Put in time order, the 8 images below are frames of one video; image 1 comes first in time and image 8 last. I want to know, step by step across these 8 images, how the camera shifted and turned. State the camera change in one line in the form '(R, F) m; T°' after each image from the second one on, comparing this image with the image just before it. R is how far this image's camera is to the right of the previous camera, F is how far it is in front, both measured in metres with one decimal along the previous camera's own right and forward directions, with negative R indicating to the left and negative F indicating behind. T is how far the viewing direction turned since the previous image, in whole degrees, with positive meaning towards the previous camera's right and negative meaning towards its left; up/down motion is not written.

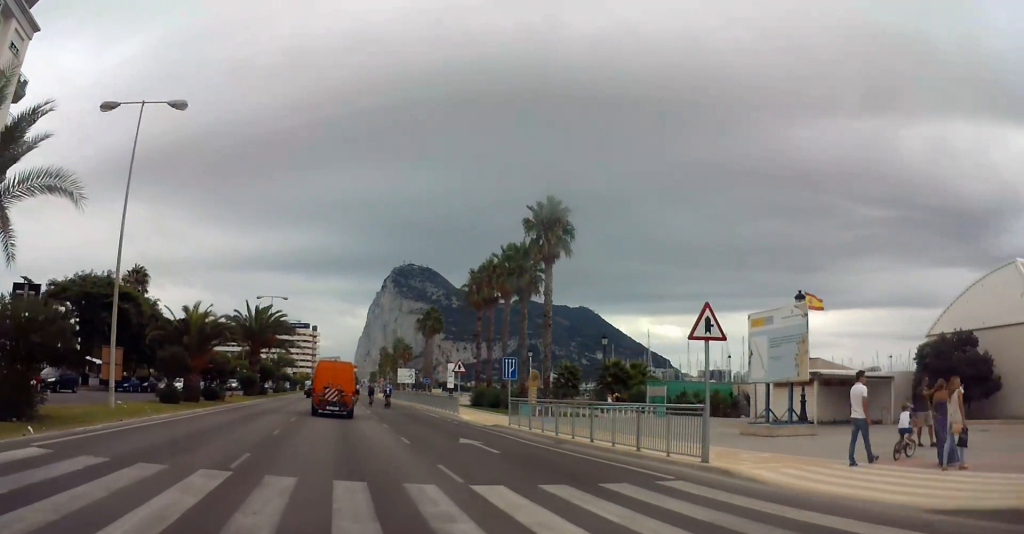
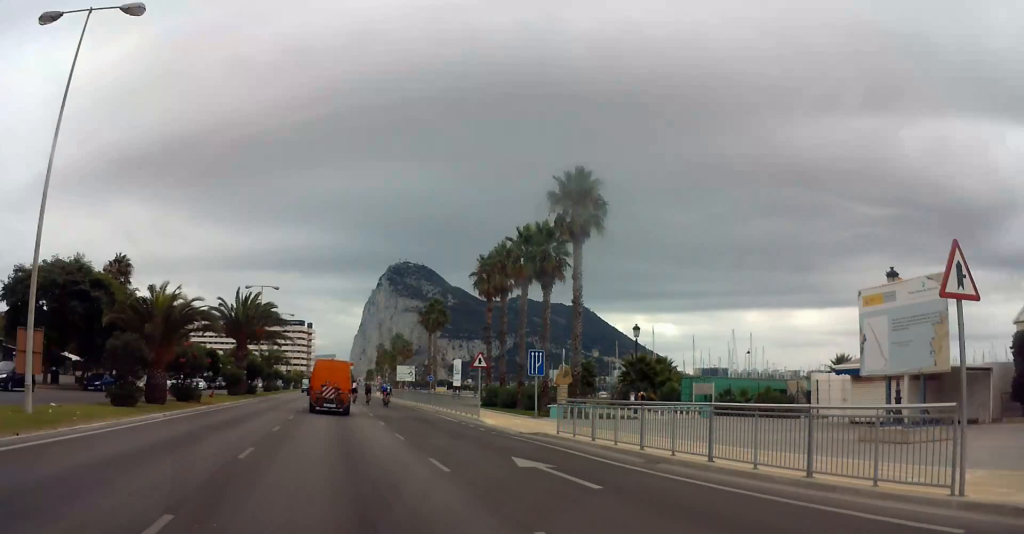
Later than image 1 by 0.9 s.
(0.0, +6.5) m; 0°
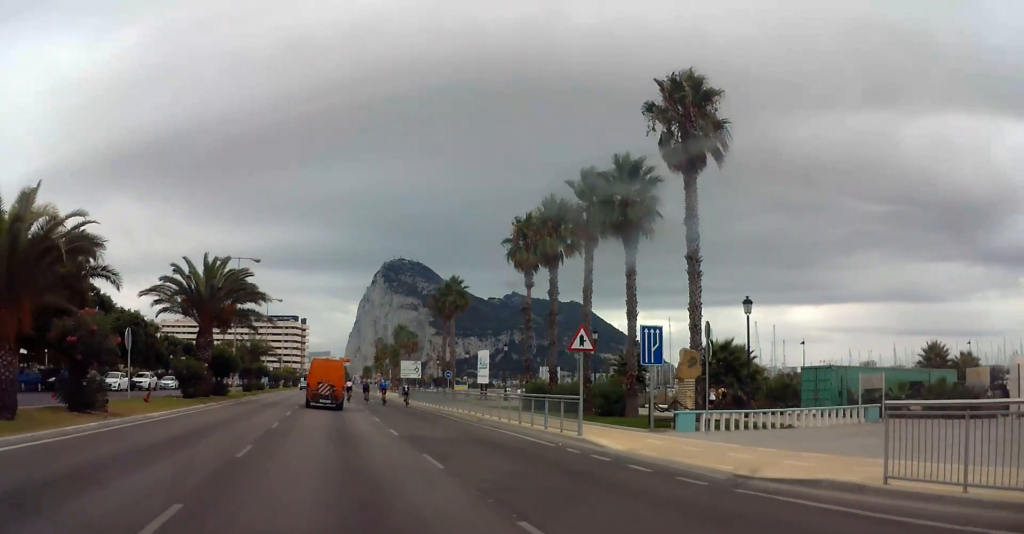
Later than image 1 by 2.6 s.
(0.0, +13.4) m; +2°
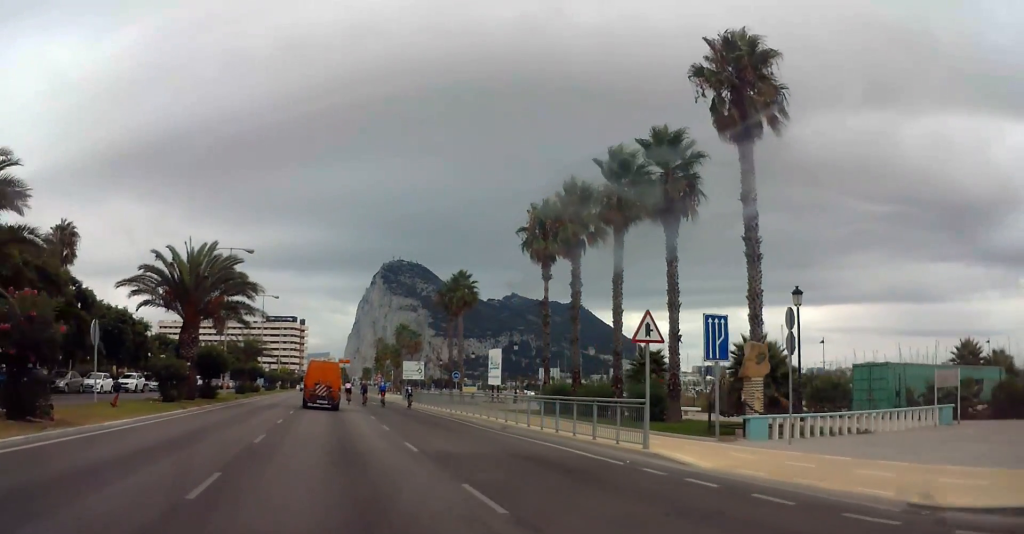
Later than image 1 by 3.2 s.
(0.0, +4.3) m; +2°
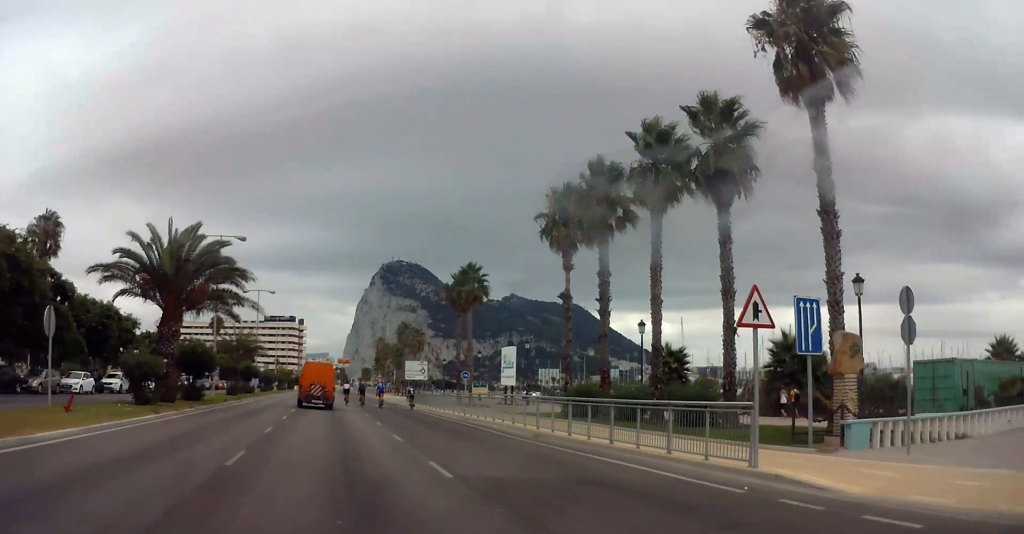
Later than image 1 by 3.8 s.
(+0.2, +4.4) m; +2°
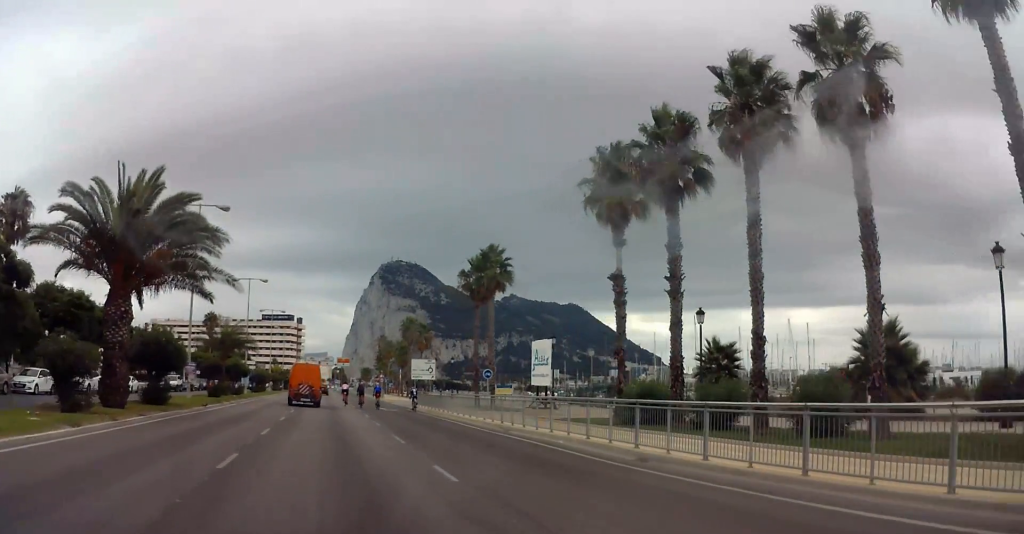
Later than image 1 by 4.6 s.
(+0.1, +7.1) m; +1°
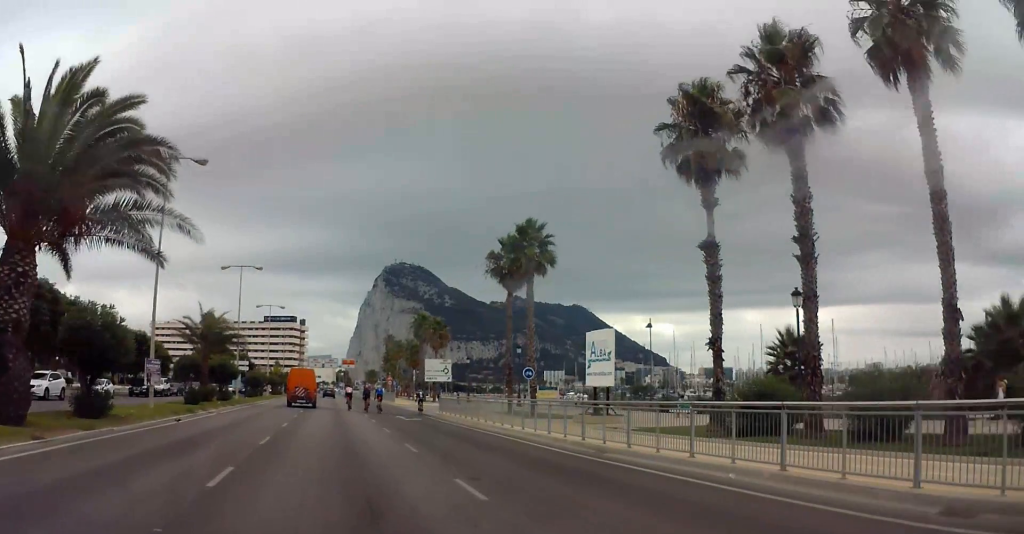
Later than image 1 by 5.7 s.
(0.0, +8.7) m; 0°
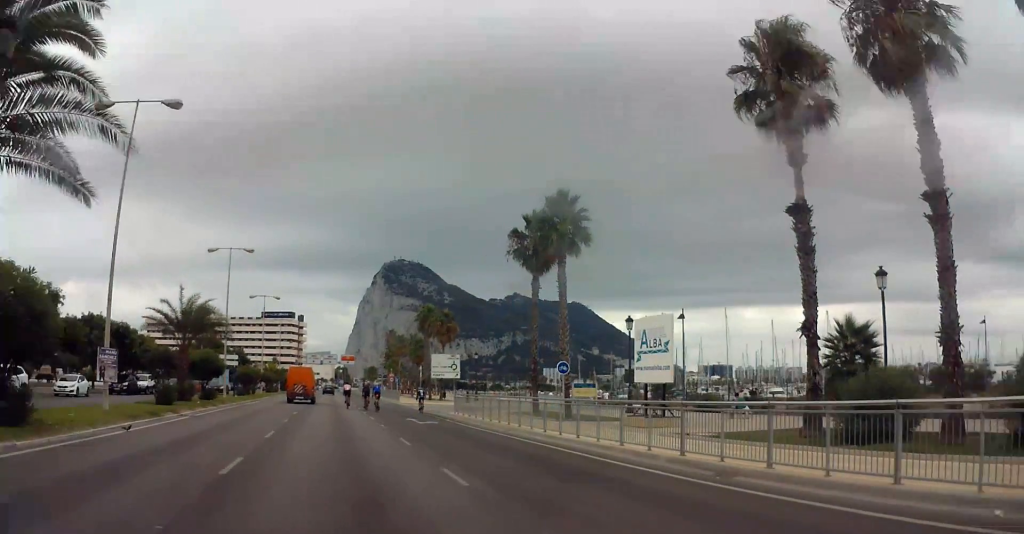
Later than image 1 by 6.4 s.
(0.0, +5.8) m; 0°
